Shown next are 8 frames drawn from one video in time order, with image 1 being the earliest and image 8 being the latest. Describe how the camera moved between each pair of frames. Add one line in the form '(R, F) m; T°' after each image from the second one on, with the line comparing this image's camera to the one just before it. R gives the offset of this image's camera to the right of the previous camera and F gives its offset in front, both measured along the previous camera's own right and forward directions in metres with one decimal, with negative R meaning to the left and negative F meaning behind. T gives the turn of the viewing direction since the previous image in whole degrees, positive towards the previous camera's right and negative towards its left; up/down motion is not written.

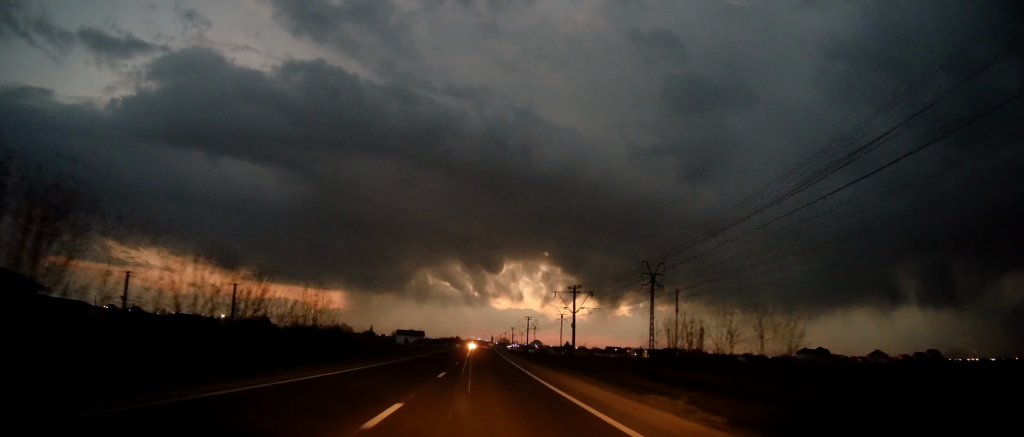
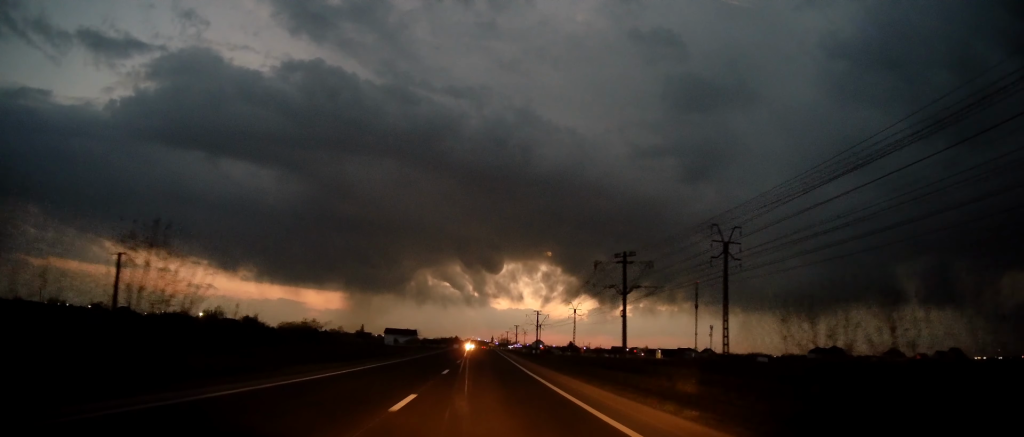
(+0.3, +22.3) m; +1°
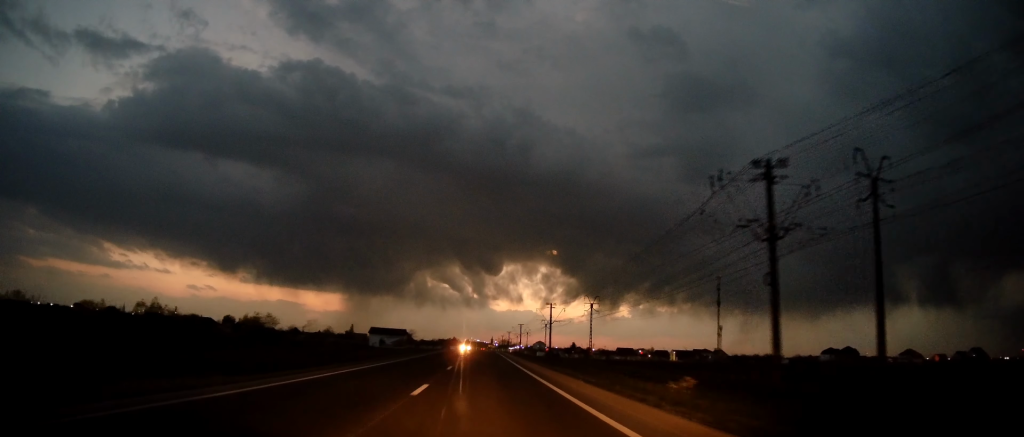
(+0.2, +21.2) m; 0°
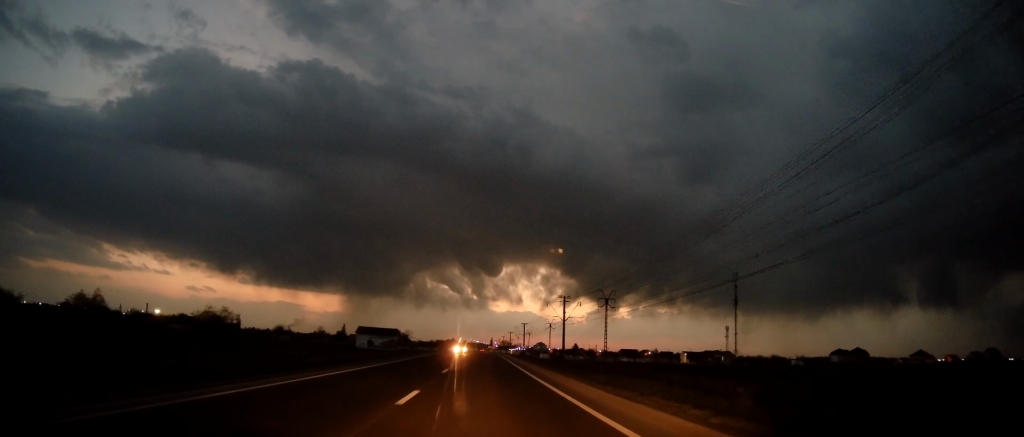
(+0.1, +14.1) m; -1°
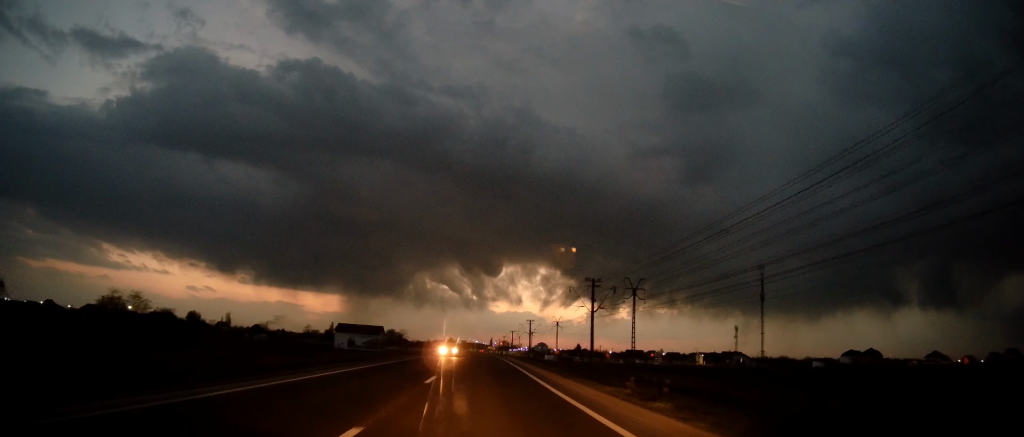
(-0.3, +18.4) m; 0°
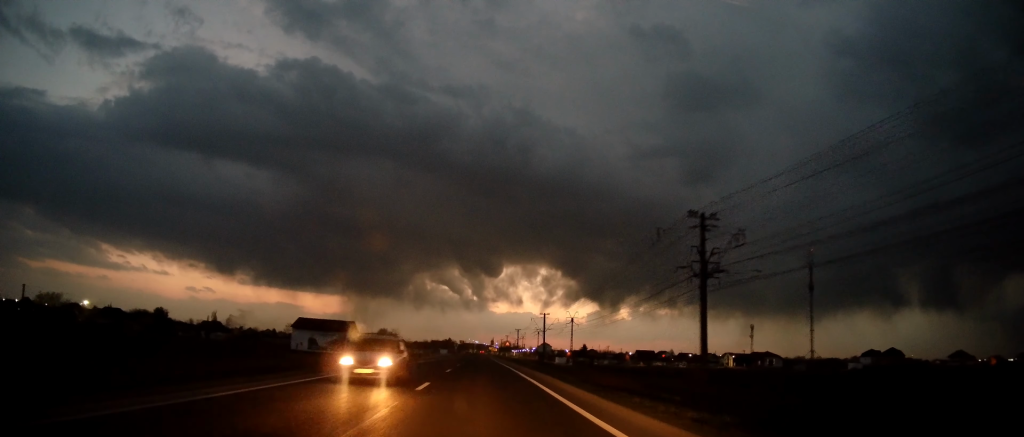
(+0.3, +26.1) m; 0°
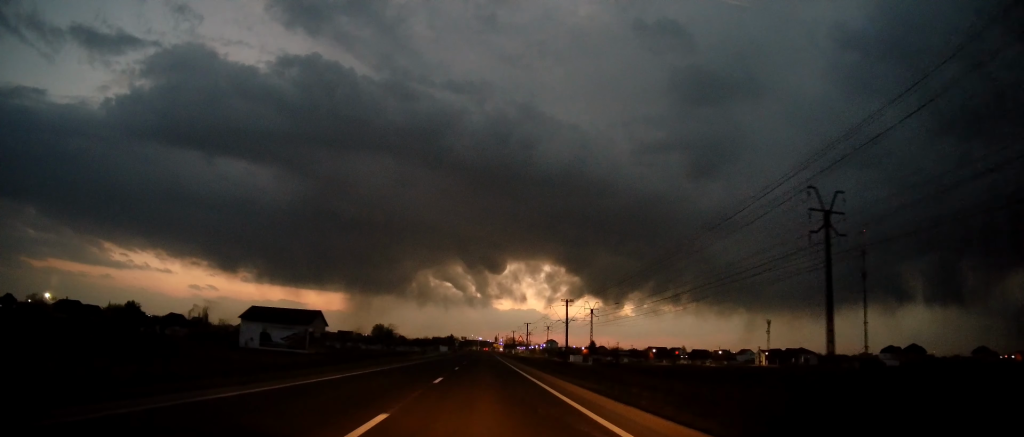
(-0.1, +20.8) m; -1°
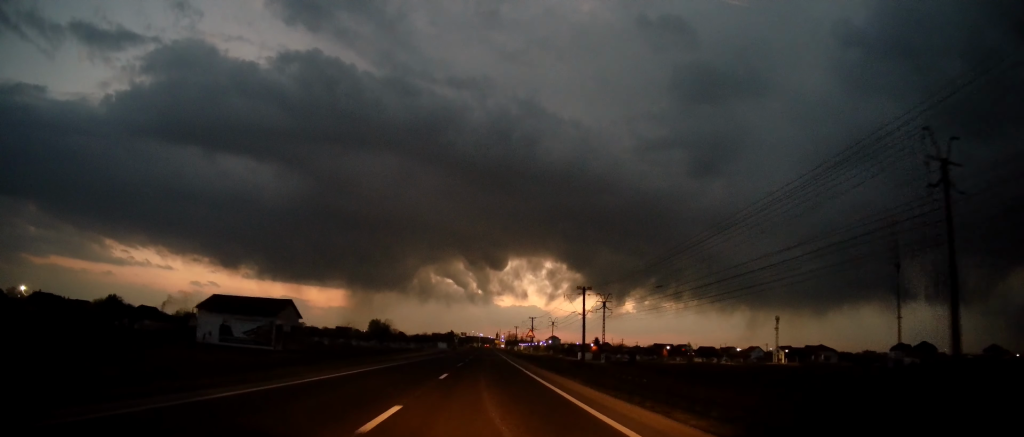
(-0.1, +11.2) m; -1°
